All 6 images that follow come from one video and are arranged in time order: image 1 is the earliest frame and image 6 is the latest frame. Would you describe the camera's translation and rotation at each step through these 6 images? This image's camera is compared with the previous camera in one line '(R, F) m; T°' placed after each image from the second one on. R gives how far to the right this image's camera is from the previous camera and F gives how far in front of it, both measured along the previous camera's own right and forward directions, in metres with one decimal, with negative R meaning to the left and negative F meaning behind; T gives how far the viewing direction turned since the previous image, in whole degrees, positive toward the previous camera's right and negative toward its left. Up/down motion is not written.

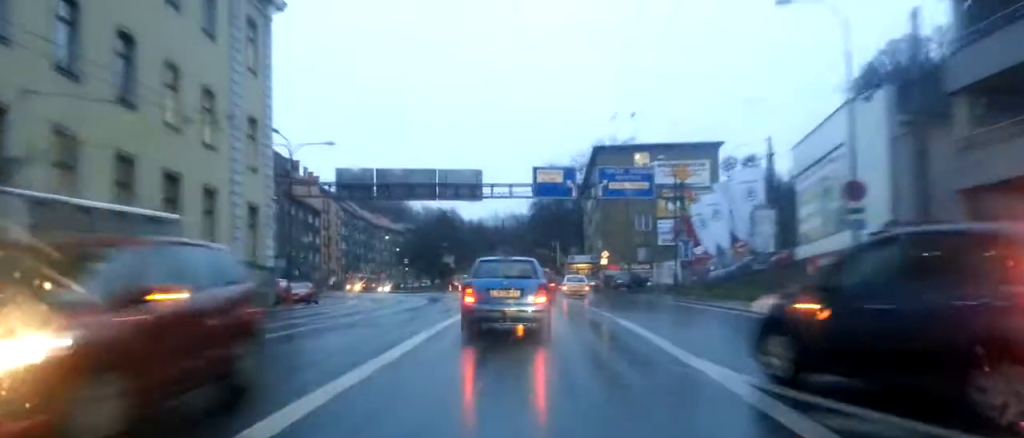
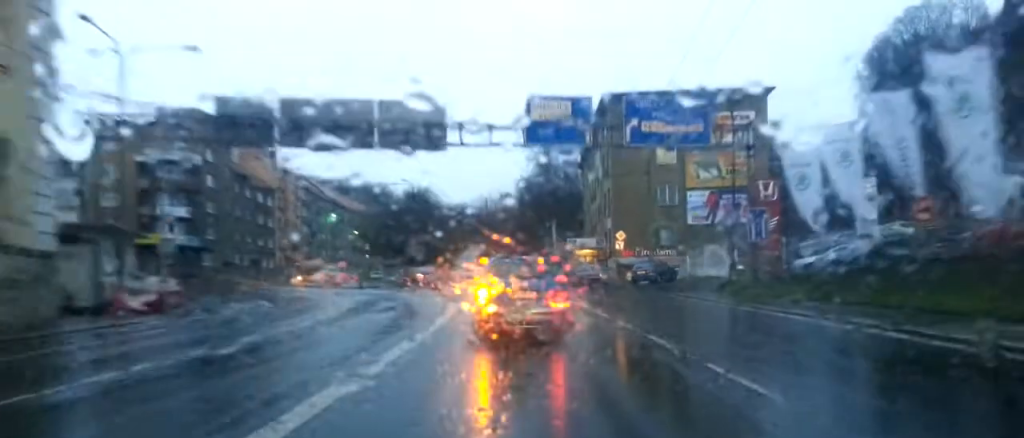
(0.0, +18.5) m; +2°
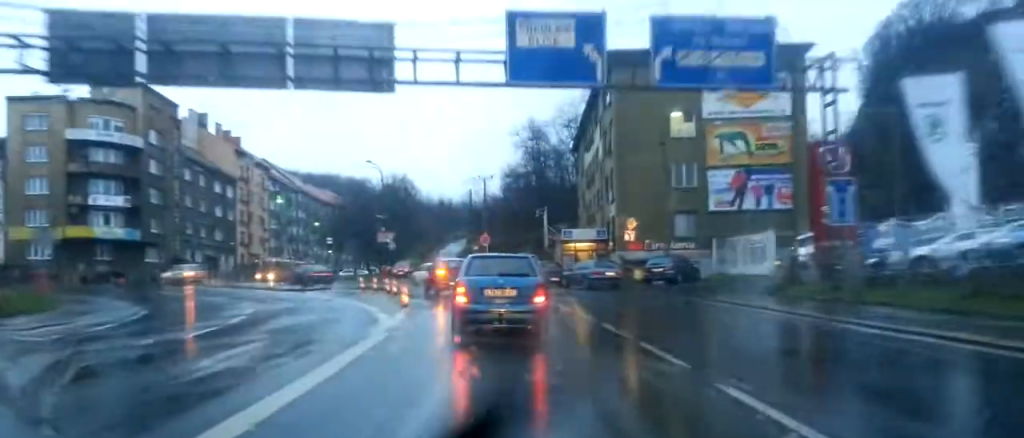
(+0.2, +10.7) m; +1°
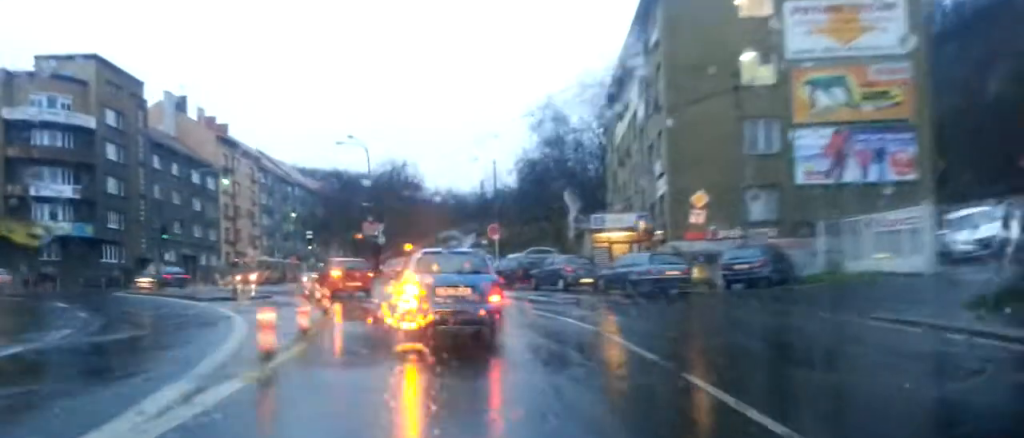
(0.0, +12.7) m; -2°
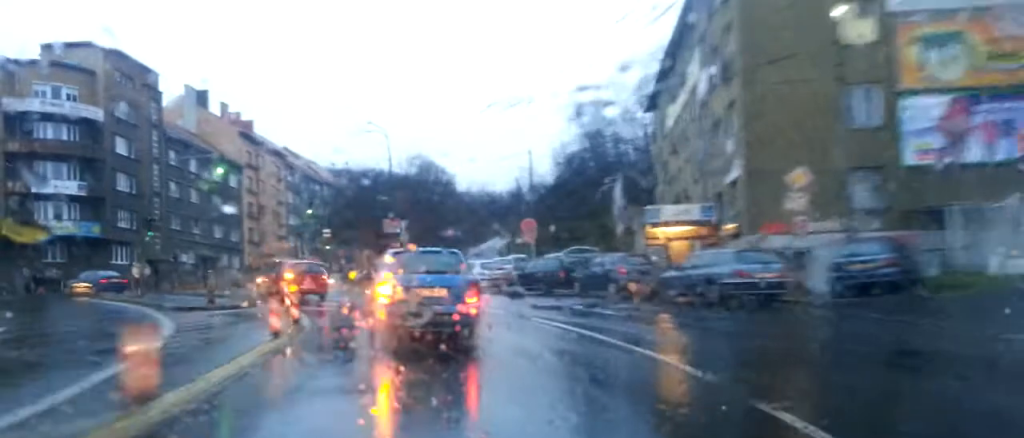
(-0.2, +6.4) m; -3°
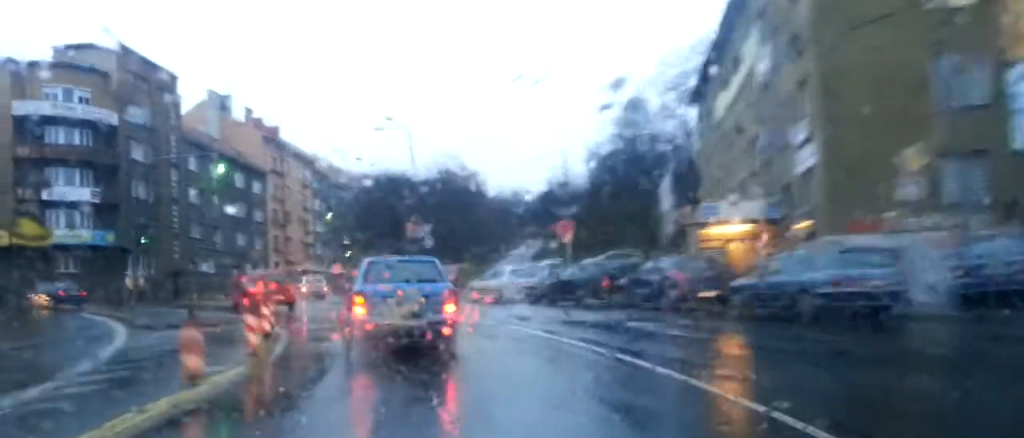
(0.0, +4.4) m; -2°
